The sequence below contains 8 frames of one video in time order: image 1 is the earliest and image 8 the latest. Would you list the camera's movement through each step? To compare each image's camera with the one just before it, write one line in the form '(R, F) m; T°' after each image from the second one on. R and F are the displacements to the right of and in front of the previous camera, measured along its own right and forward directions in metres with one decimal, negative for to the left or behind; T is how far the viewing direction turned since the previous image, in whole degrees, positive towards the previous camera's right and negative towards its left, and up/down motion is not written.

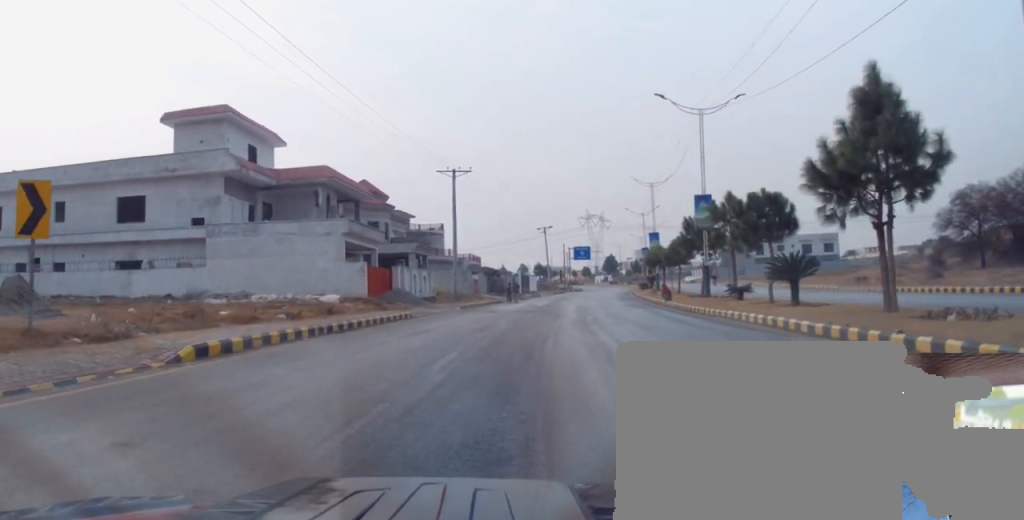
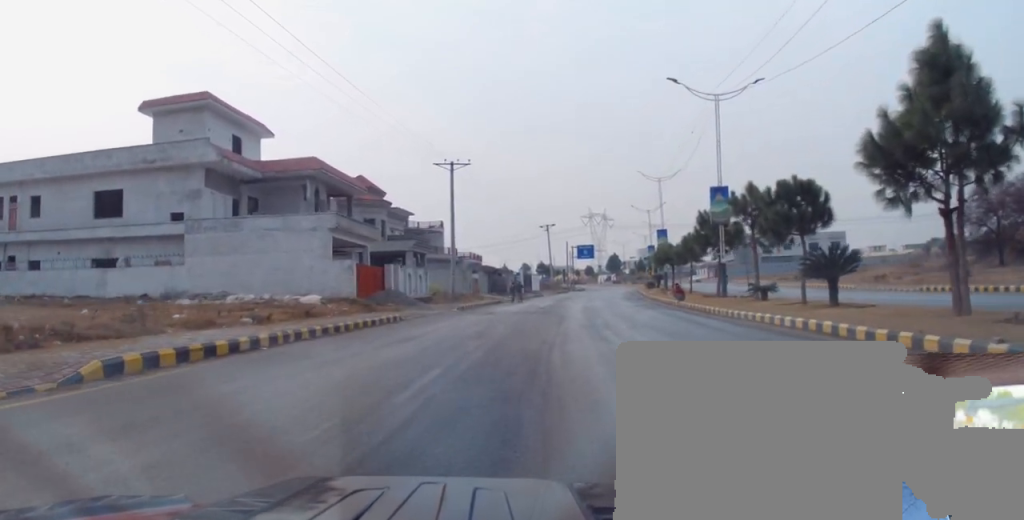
(+0.2, +2.7) m; 0°
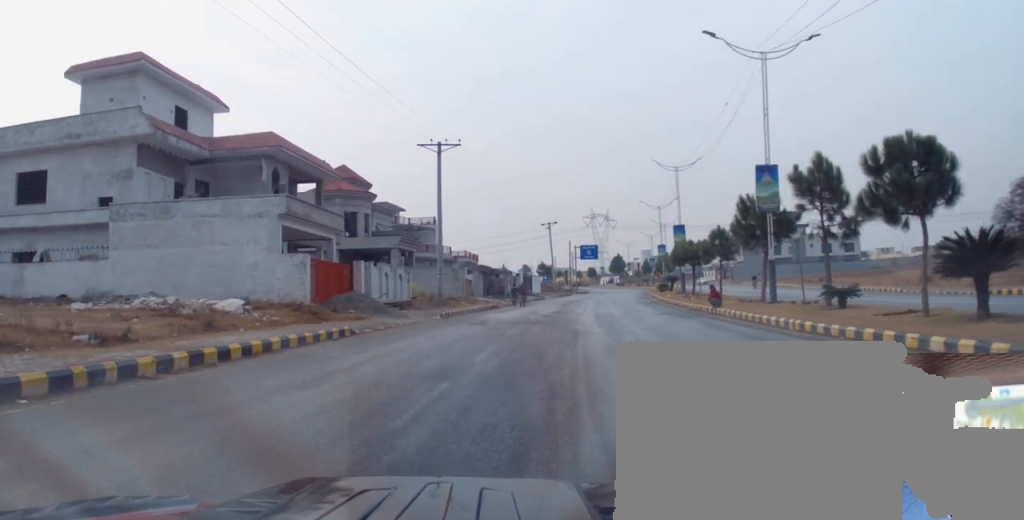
(-0.4, +7.1) m; 0°
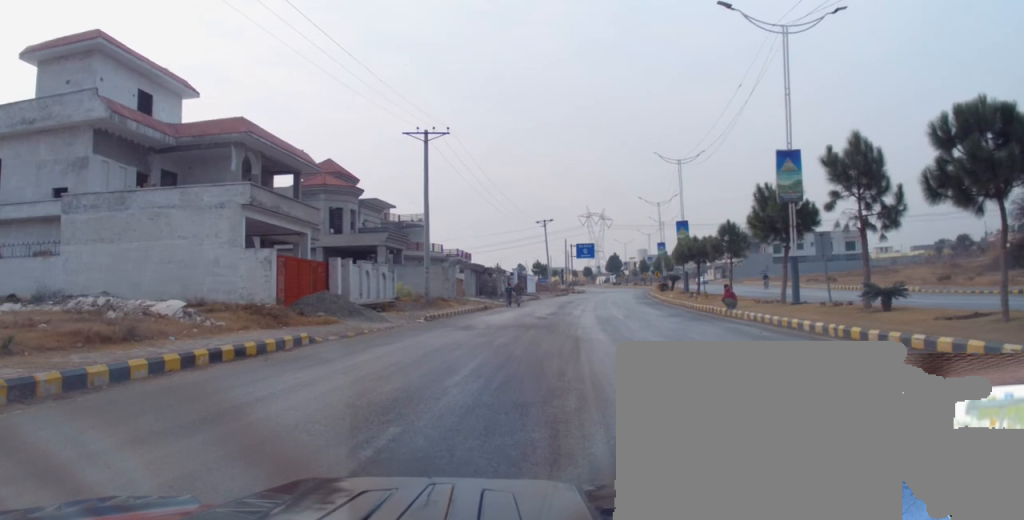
(+0.2, +3.3) m; +2°
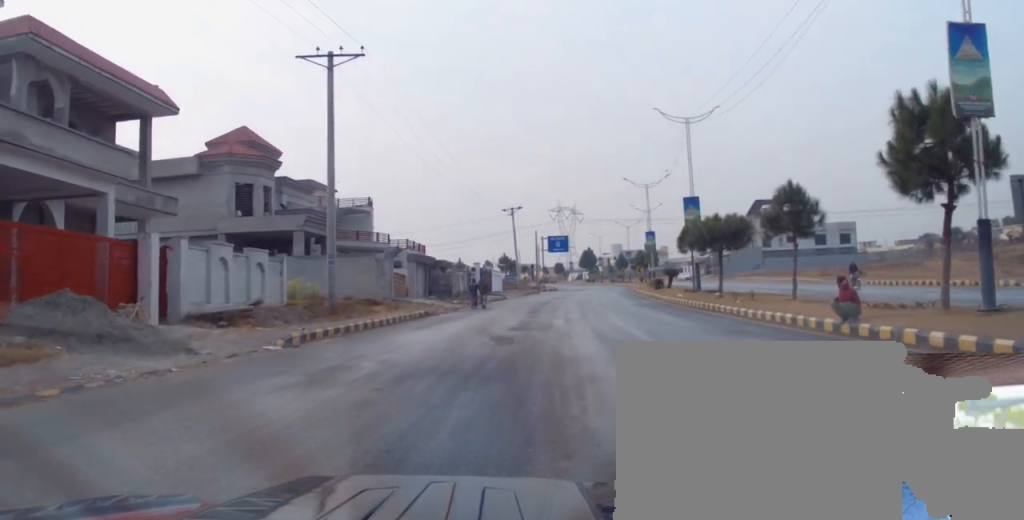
(+0.4, +13.1) m; +2°
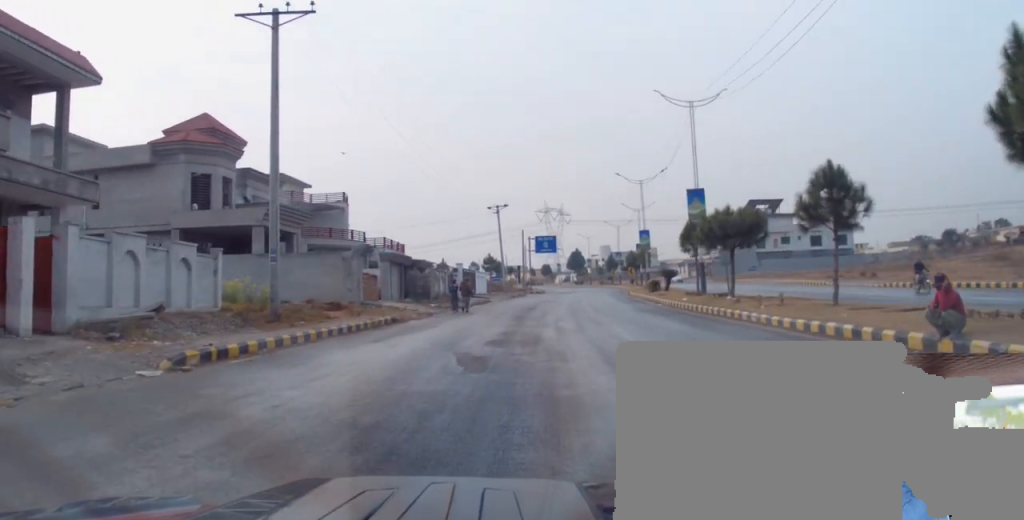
(0.0, +4.4) m; +1°
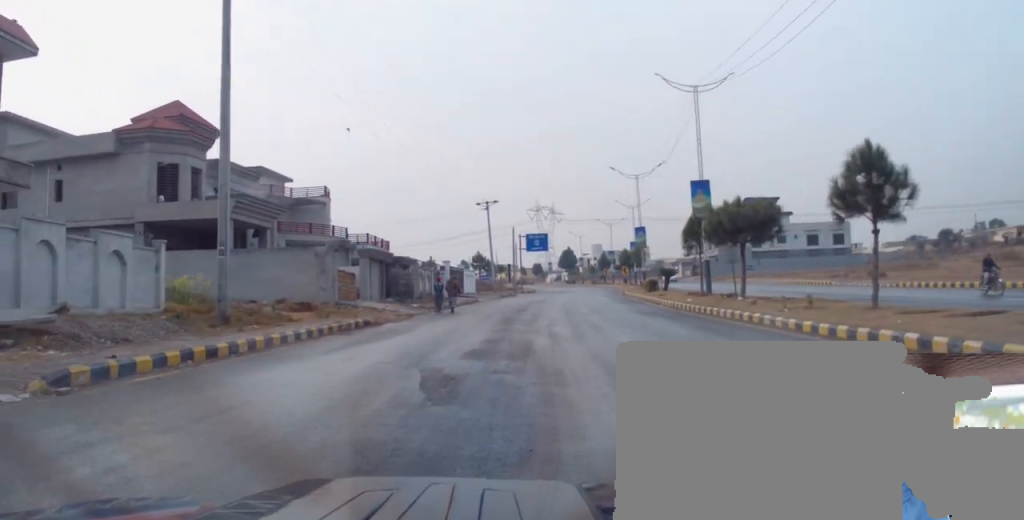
(-0.1, +3.0) m; +1°
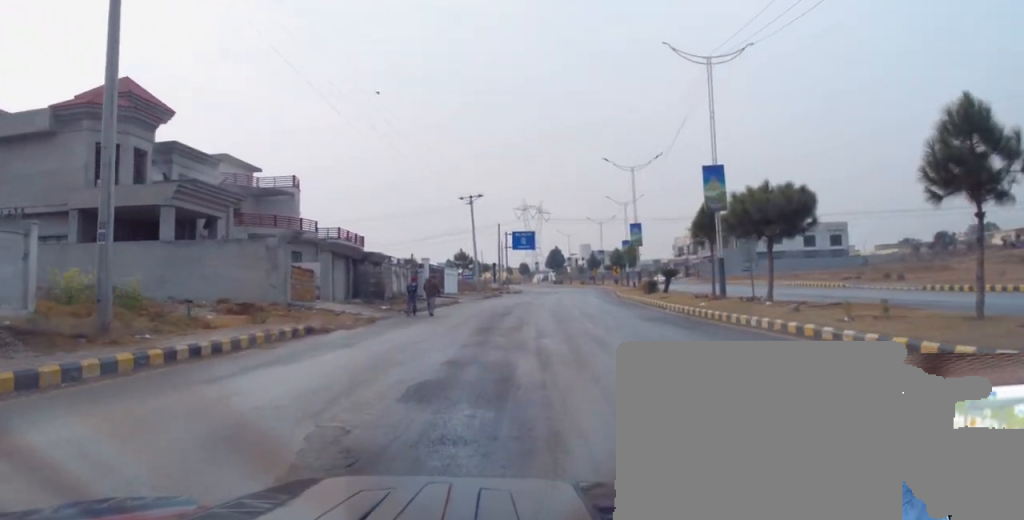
(+0.2, +4.9) m; +1°
